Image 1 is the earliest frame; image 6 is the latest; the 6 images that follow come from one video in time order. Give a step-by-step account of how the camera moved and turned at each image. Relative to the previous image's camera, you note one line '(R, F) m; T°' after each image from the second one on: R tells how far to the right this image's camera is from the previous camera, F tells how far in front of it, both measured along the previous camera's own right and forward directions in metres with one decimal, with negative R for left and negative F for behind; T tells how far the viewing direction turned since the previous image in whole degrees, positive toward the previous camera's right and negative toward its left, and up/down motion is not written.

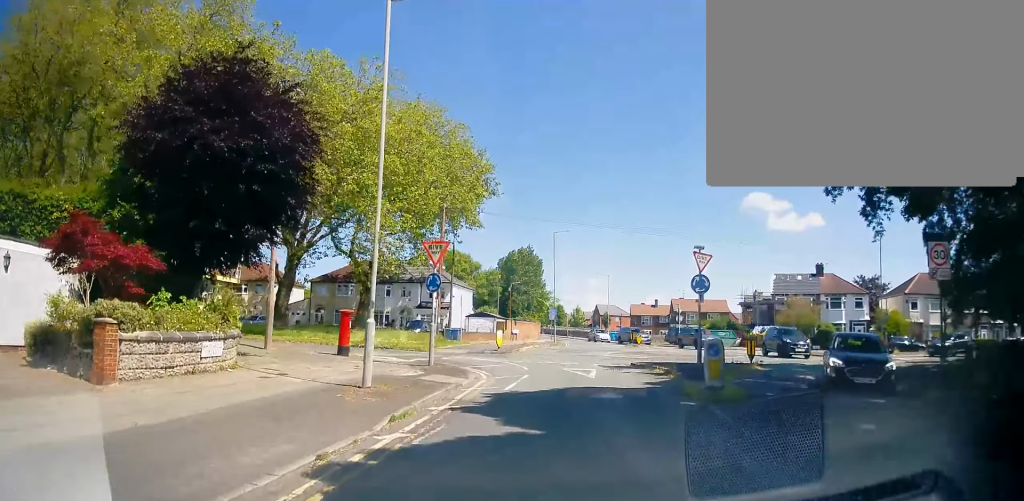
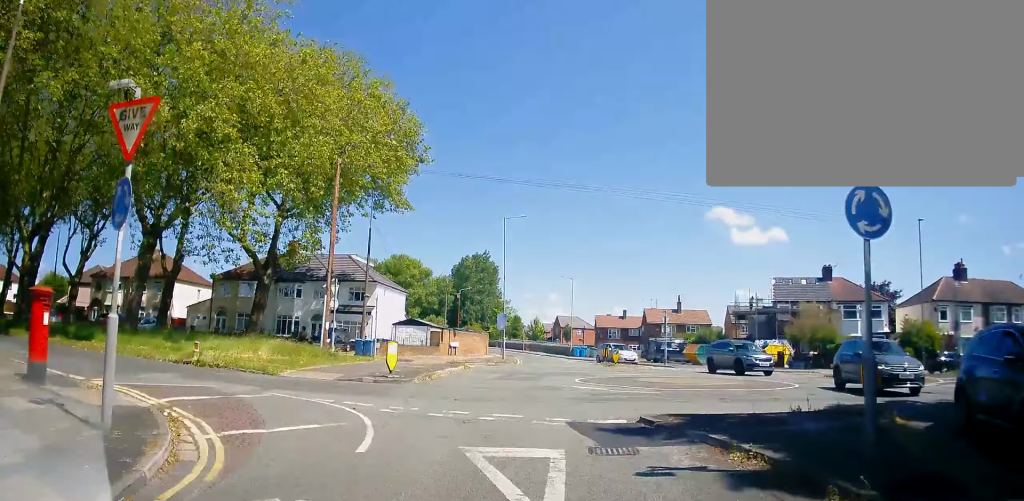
(+0.3, +12.8) m; +4°
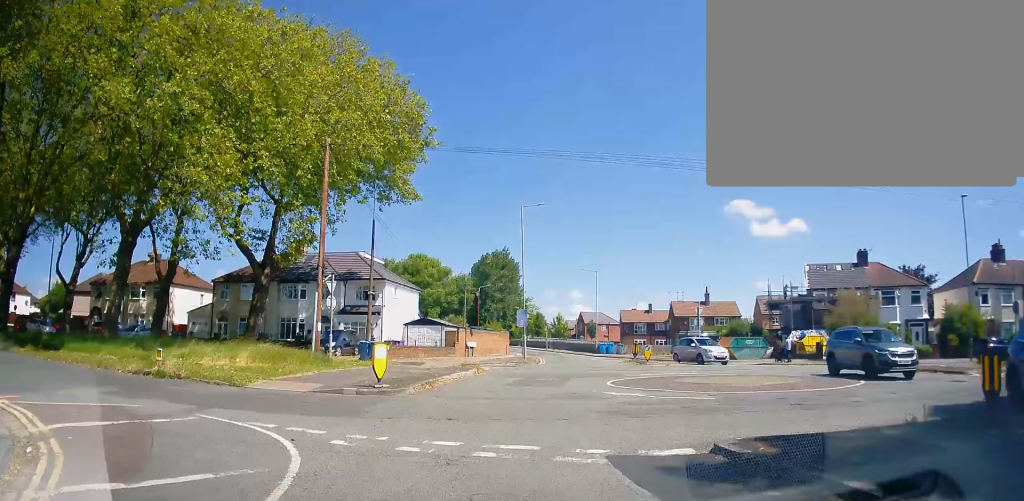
(+0.1, +3.8) m; +2°
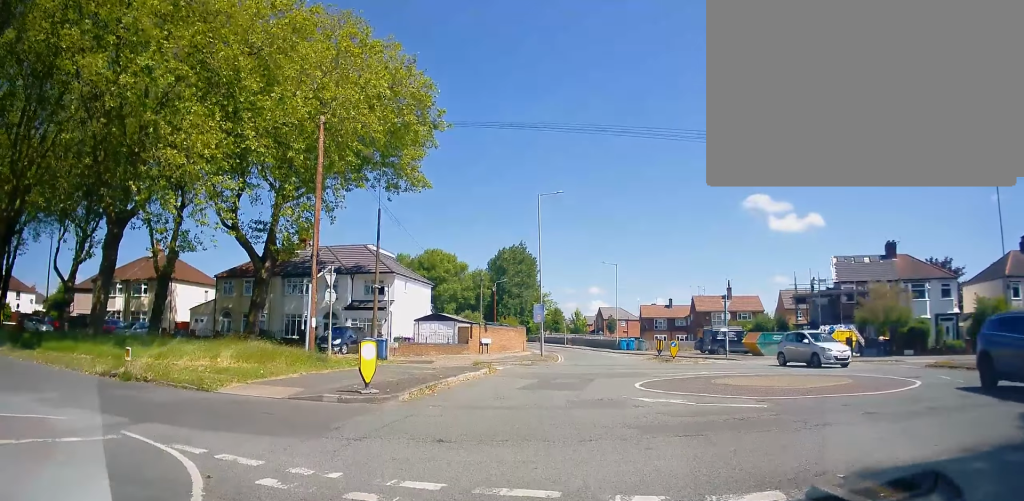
(+0.1, +2.6) m; -2°
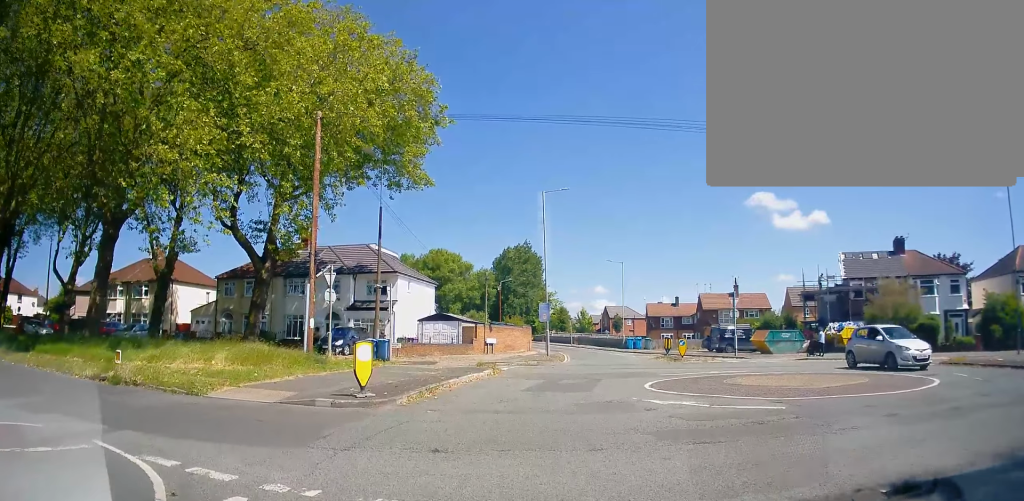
(0.0, +1.2) m; -3°
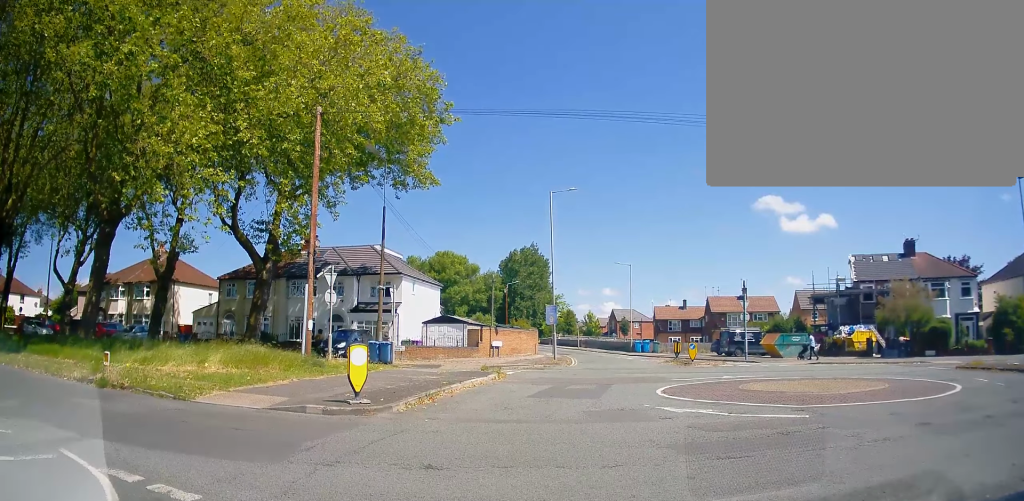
(0.0, +1.2) m; 0°
